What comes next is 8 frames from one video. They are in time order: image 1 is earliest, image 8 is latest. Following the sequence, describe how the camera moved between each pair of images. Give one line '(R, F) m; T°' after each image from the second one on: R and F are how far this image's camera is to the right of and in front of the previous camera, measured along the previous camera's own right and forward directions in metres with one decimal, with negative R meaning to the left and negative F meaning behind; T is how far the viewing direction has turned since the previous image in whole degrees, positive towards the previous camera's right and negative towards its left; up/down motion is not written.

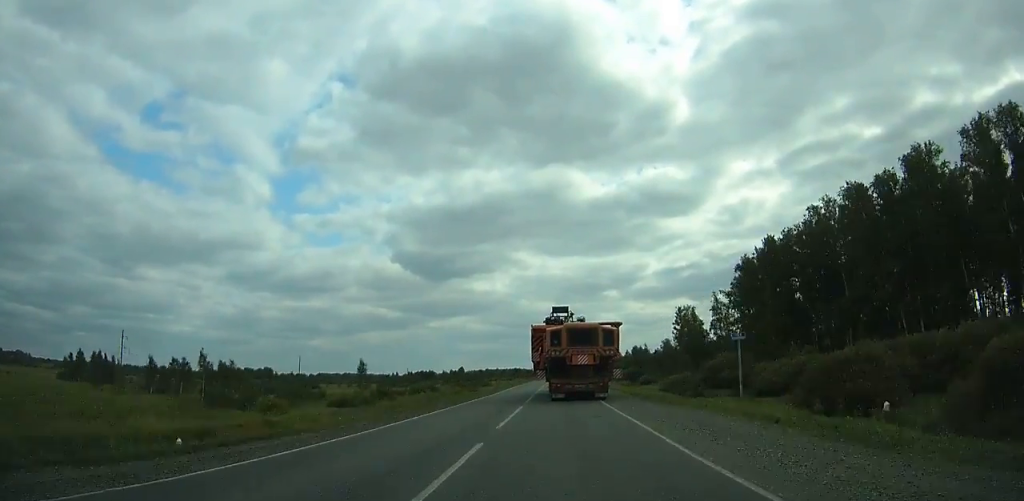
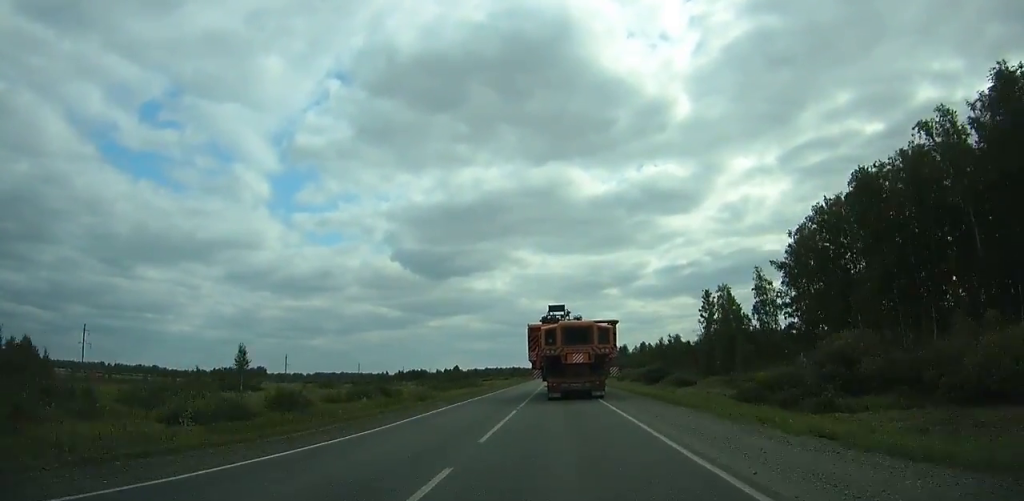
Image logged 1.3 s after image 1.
(+0.1, +27.0) m; 0°
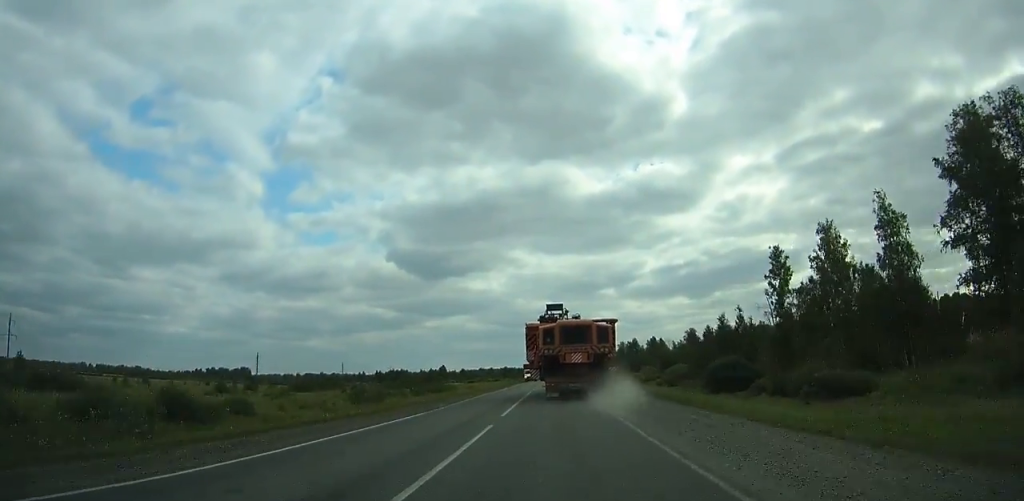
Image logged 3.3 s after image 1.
(0.0, +40.9) m; 0°
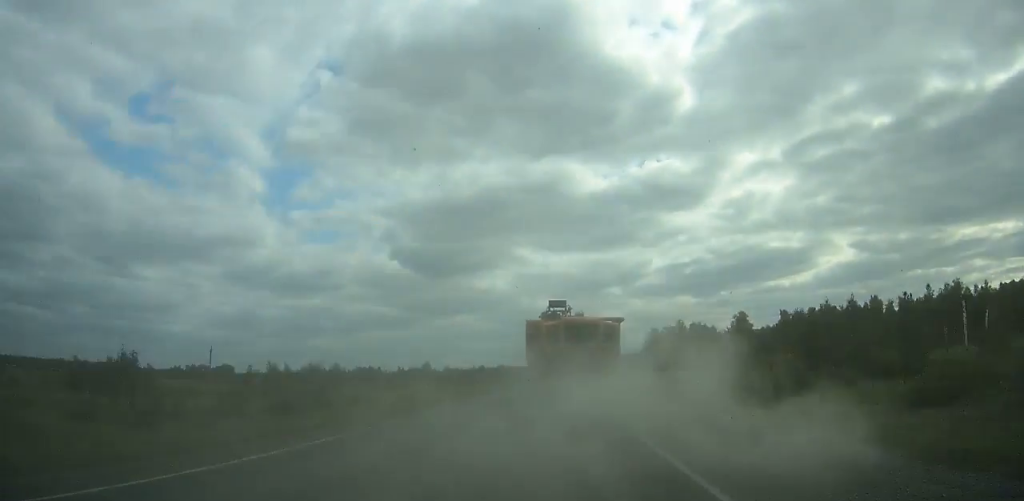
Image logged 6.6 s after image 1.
(-0.1, +66.3) m; 0°
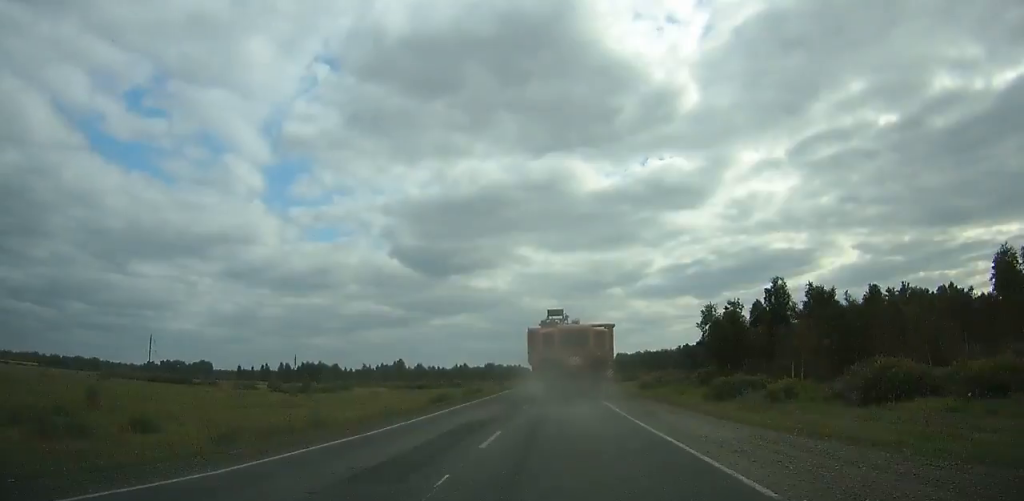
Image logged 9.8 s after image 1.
(-0.3, +62.6) m; 0°
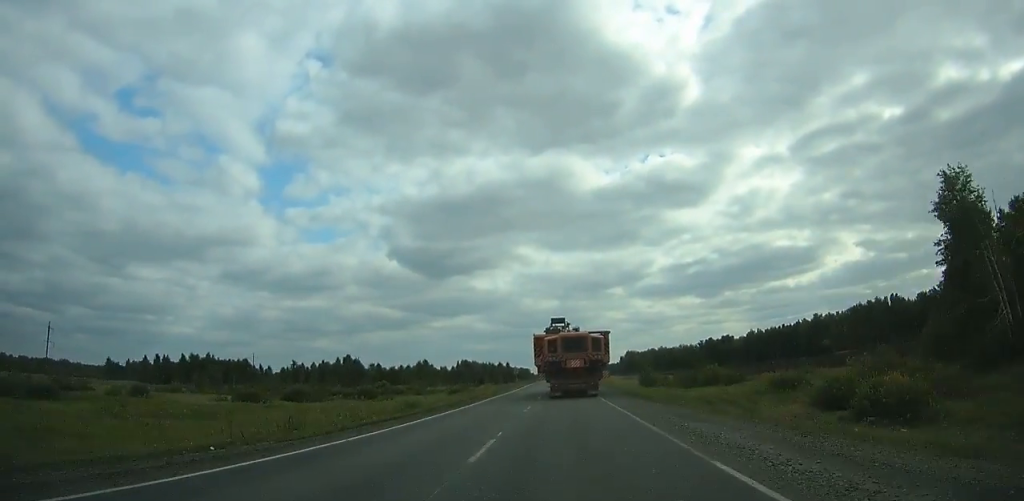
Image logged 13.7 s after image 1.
(+0.3, +75.5) m; 0°
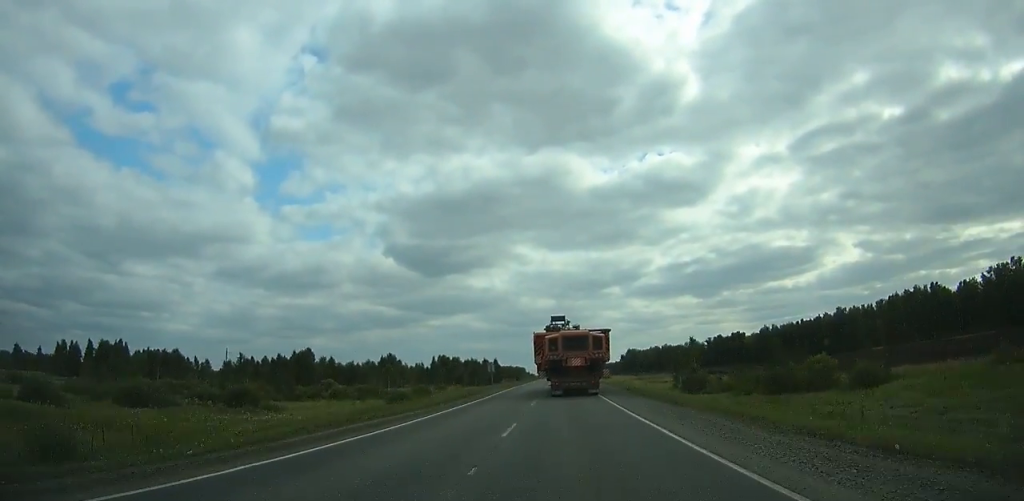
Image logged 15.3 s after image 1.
(0.0, +31.4) m; 0°
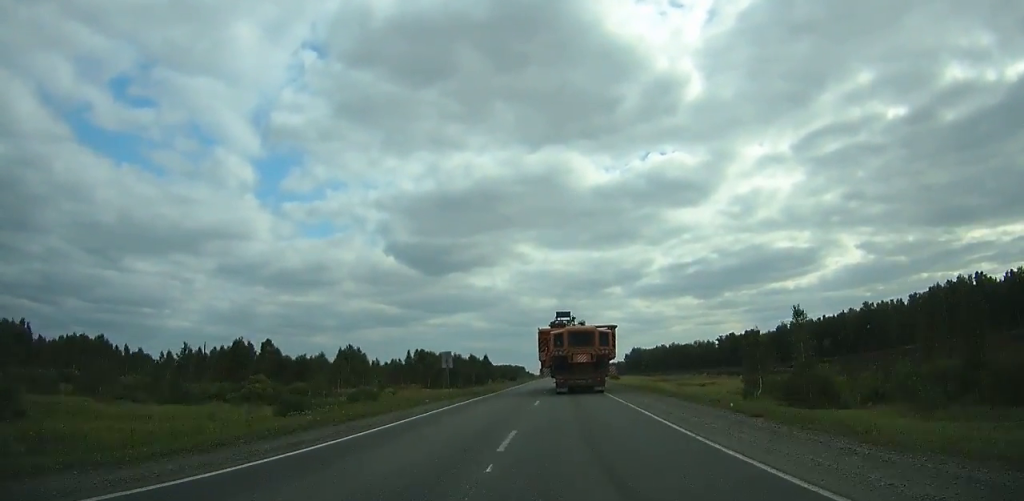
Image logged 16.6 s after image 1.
(0.0, +25.6) m; 0°
